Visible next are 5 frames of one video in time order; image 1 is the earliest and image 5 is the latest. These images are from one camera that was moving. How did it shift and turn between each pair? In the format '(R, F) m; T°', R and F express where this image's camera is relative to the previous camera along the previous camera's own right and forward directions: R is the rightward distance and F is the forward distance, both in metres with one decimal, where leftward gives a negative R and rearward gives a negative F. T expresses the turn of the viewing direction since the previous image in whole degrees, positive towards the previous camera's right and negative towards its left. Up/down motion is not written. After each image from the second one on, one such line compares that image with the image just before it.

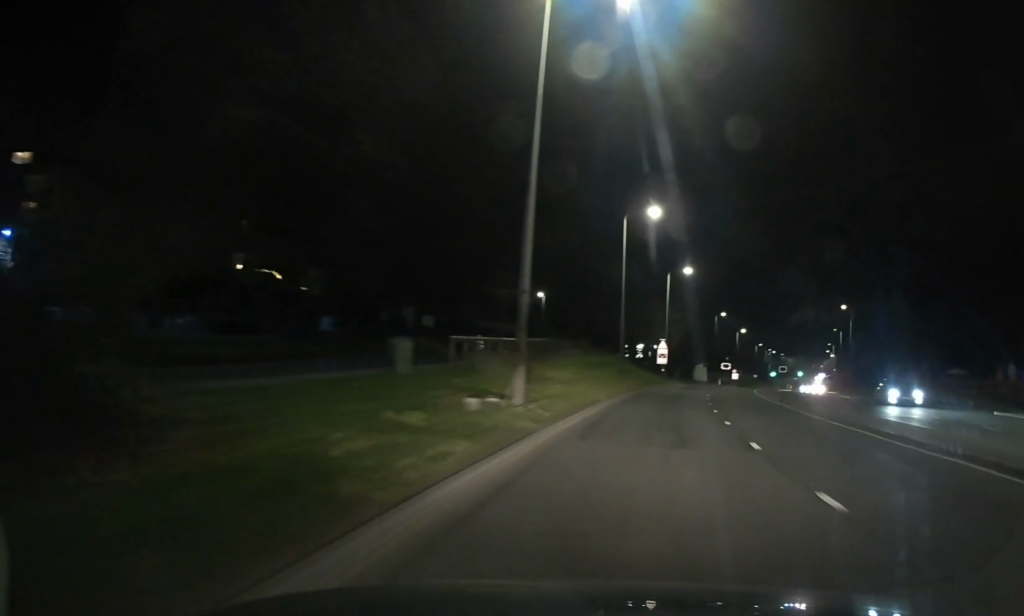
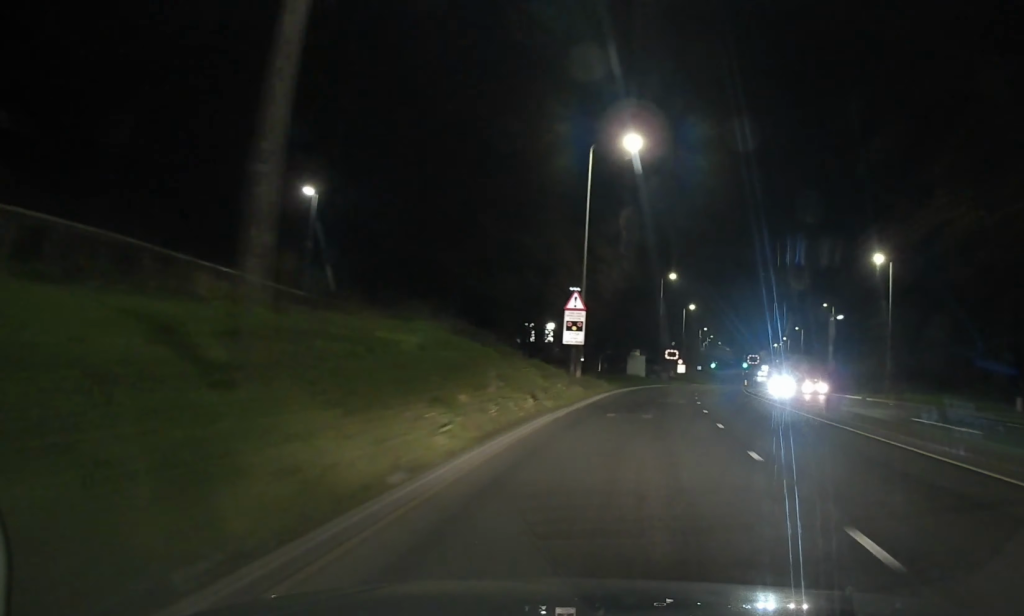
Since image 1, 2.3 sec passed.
(+2.4, +37.0) m; +7°
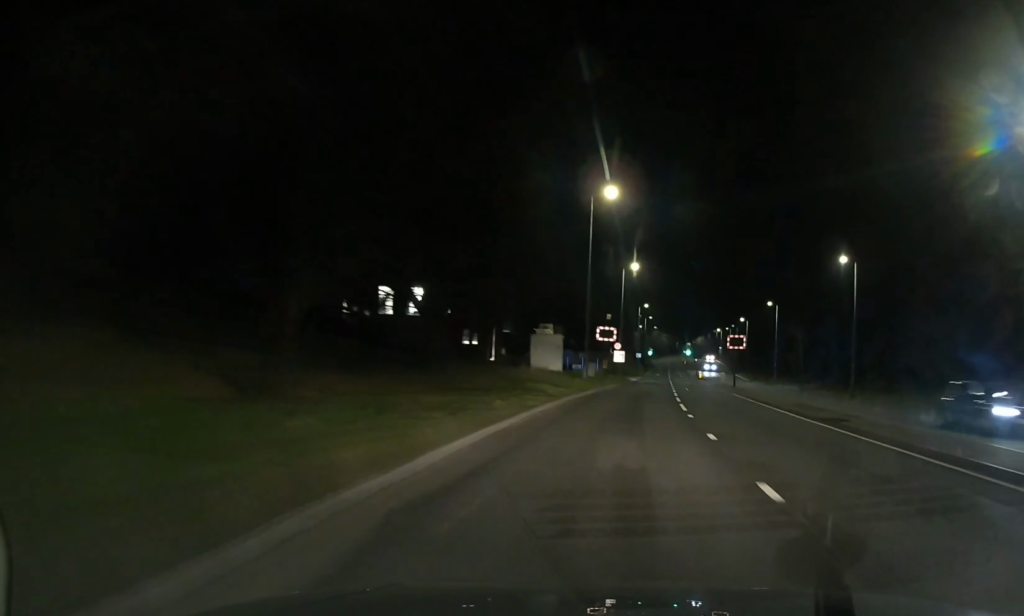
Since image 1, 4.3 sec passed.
(+1.9, +32.5) m; +5°
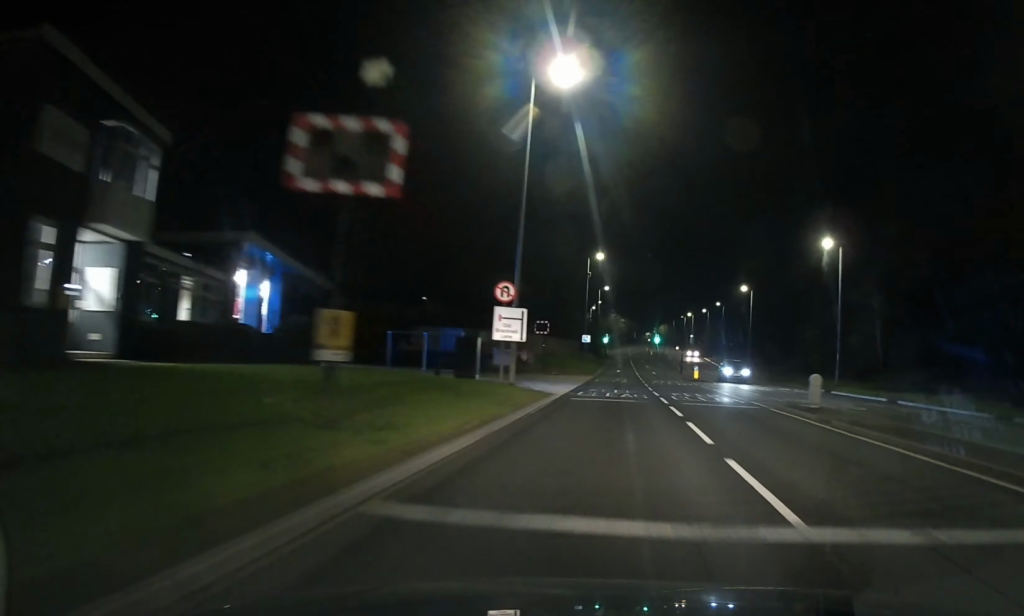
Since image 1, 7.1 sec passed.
(+1.7, +46.5) m; +4°
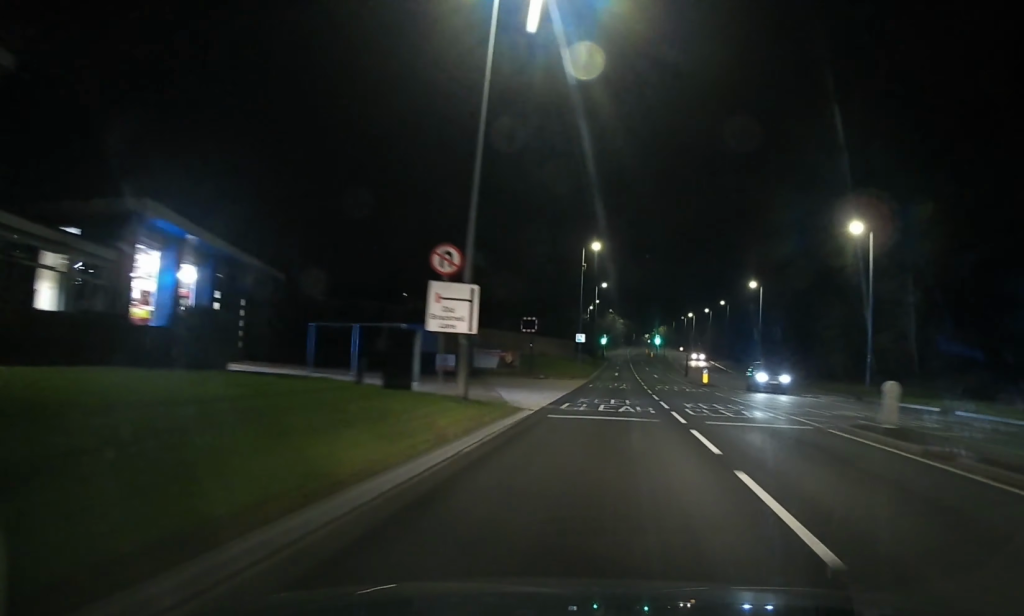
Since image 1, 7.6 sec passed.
(+0.1, +7.1) m; 0°
